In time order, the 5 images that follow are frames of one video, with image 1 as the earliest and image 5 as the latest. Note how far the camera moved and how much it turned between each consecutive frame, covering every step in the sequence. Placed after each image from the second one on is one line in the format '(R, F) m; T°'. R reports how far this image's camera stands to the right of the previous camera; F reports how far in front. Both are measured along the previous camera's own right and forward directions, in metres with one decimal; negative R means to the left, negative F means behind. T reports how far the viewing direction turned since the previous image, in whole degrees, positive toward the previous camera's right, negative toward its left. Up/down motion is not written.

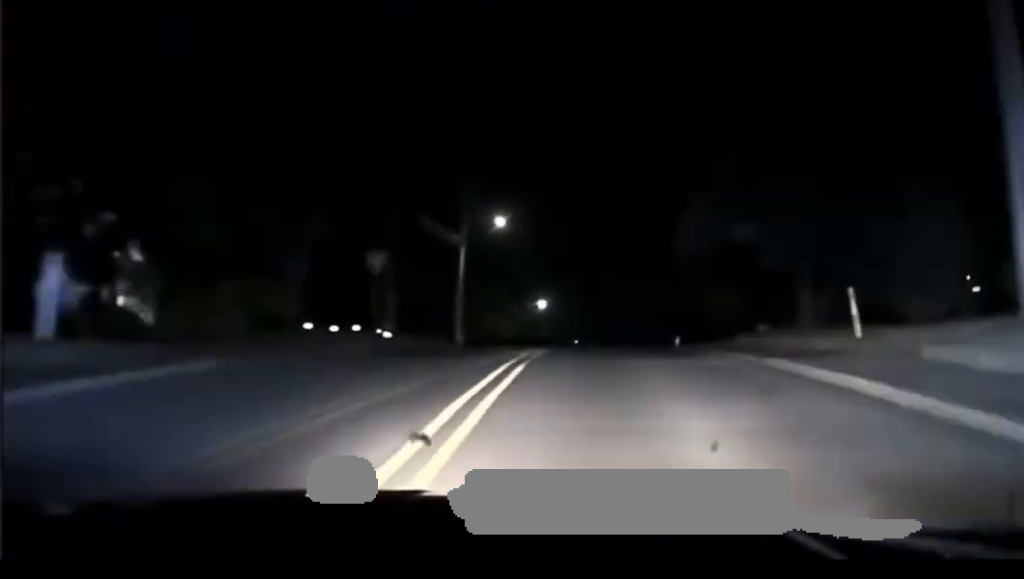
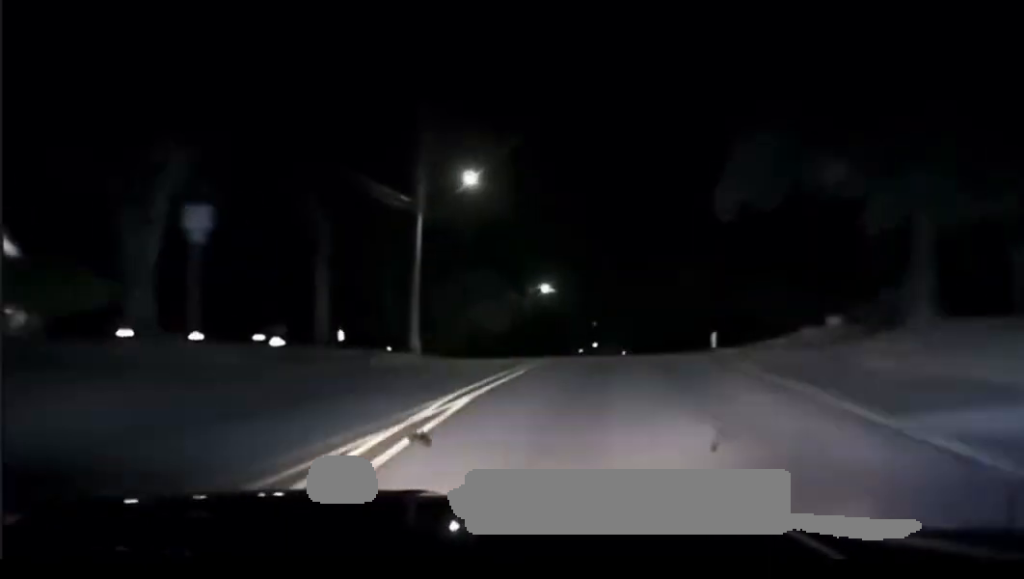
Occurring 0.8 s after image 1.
(-0.1, +17.0) m; 0°
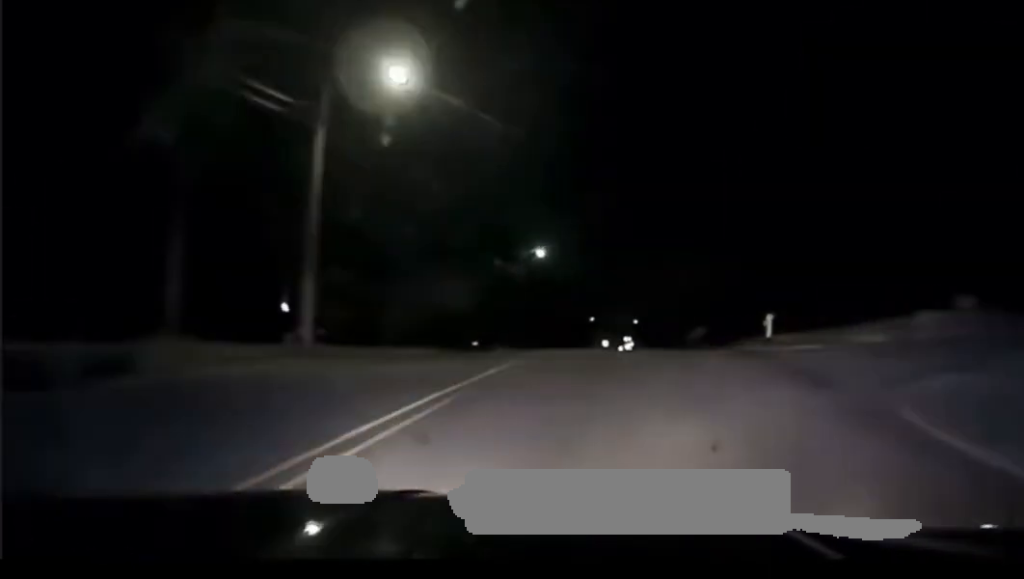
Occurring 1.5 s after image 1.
(-0.1, +17.8) m; 0°
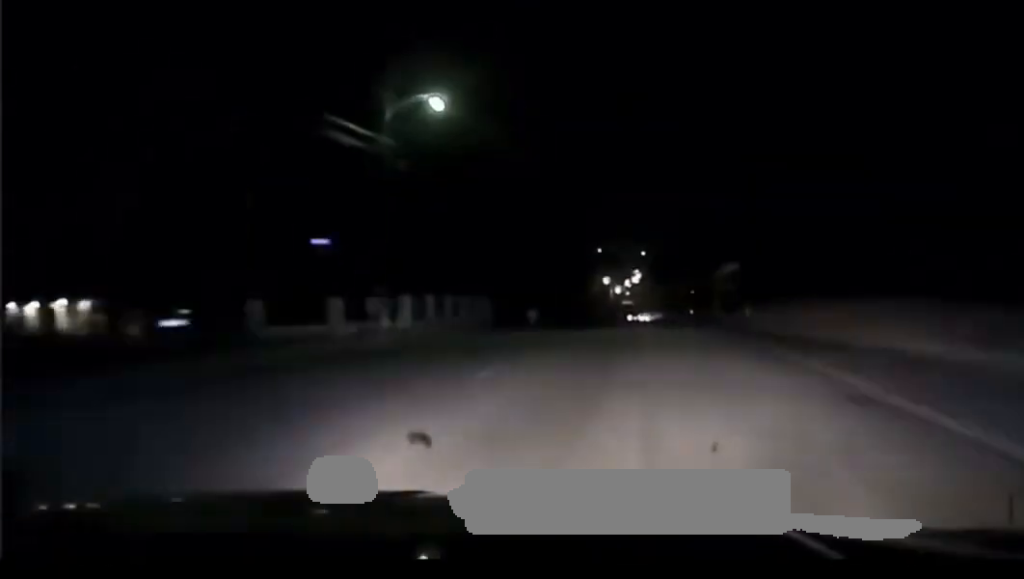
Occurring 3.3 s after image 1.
(+0.4, +42.1) m; +1°
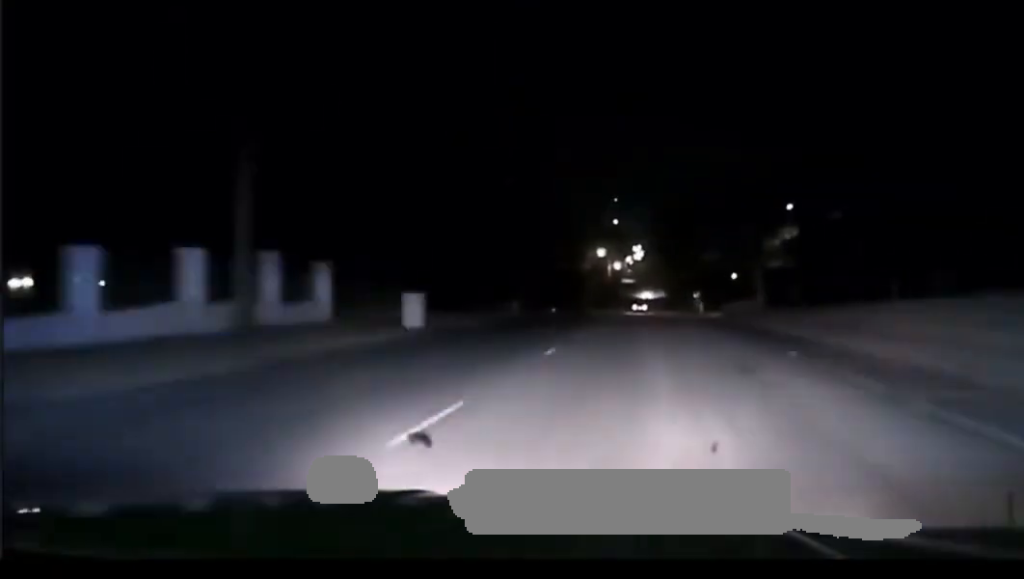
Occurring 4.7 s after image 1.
(0.0, +37.0) m; 0°
